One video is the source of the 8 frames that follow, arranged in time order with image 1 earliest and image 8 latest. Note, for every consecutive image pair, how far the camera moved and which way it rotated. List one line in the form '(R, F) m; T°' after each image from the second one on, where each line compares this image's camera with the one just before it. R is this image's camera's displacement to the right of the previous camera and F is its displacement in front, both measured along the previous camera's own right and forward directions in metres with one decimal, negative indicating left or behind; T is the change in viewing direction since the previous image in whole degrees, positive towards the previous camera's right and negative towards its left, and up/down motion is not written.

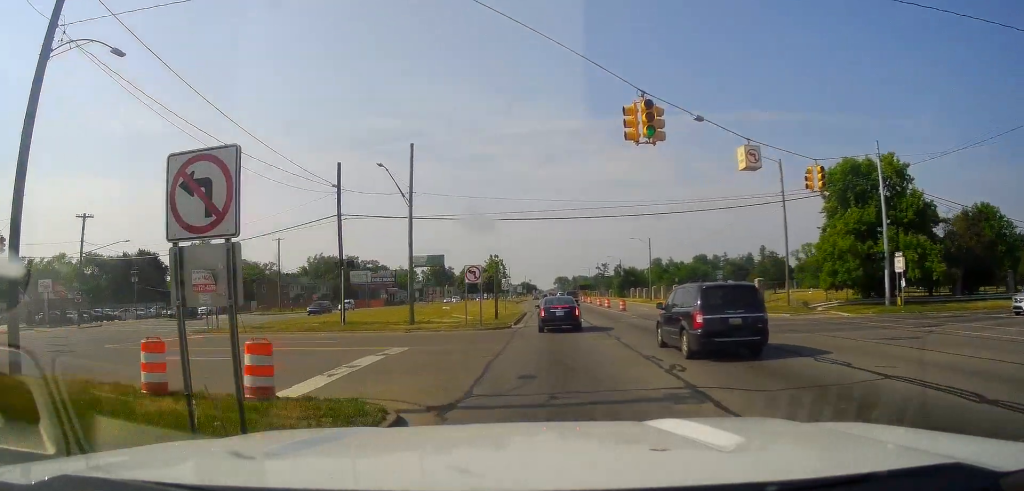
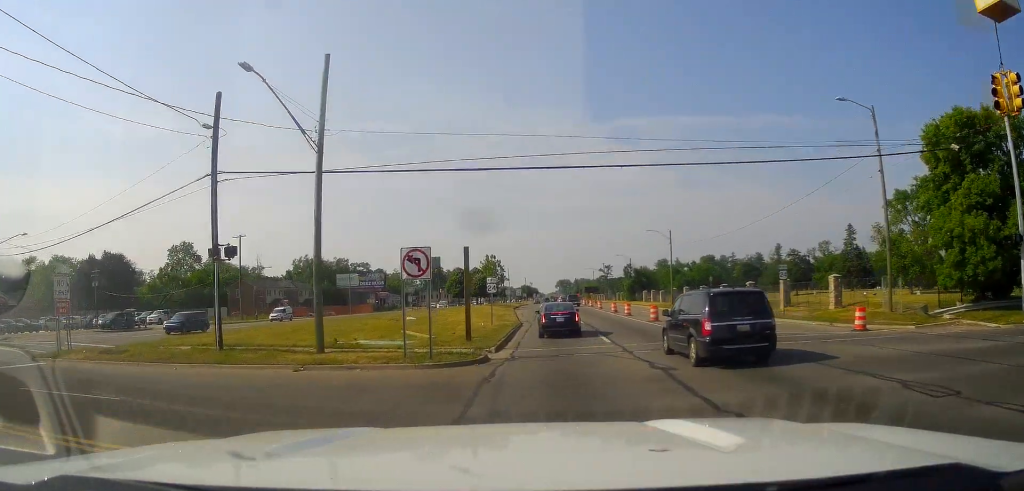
(+0.3, +13.8) m; -1°
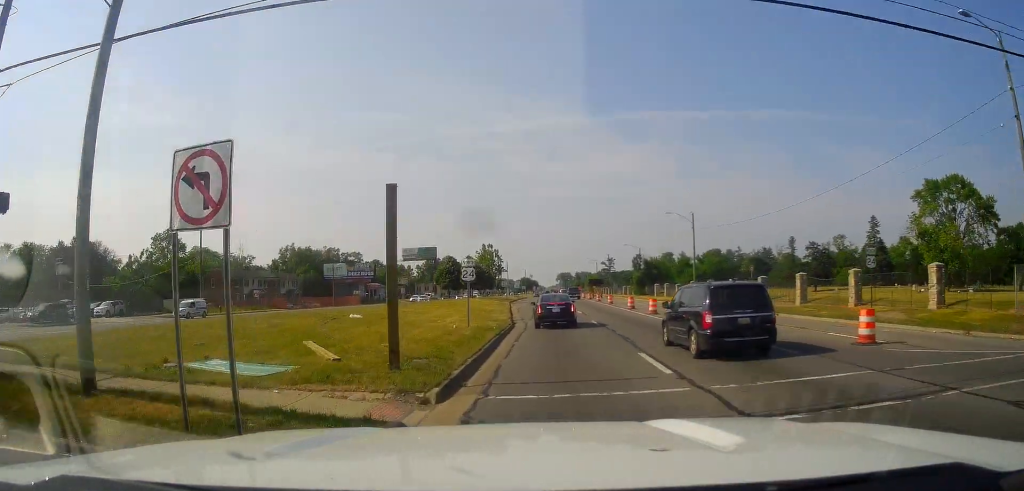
(-0.3, +10.9) m; 0°
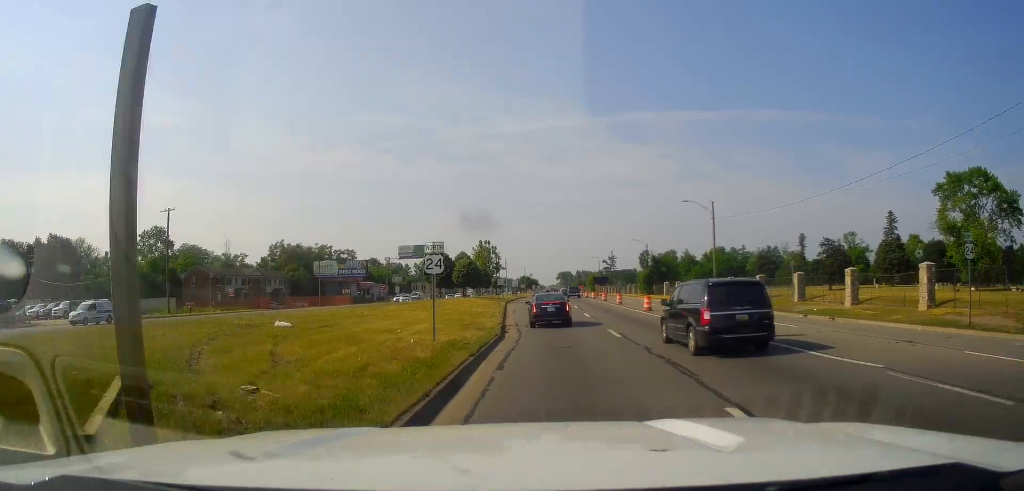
(-0.4, +7.4) m; 0°
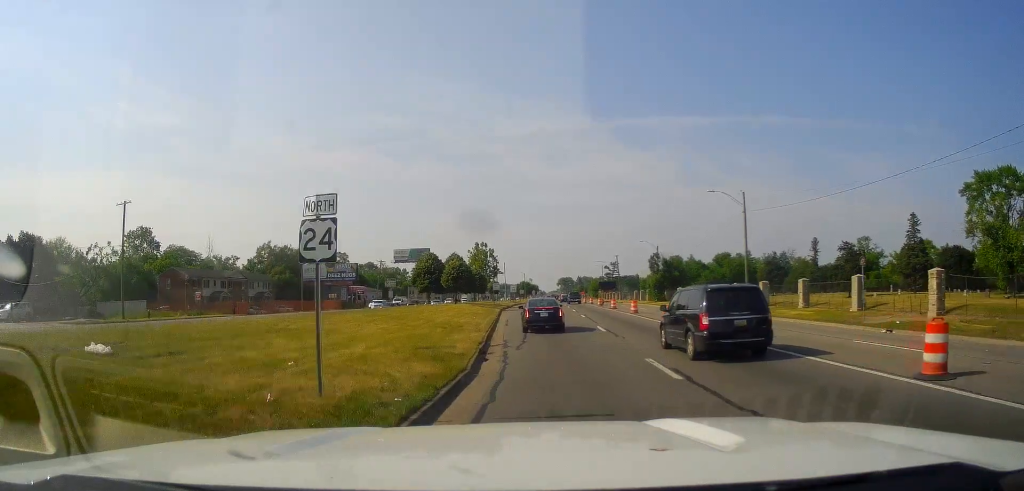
(+0.3, +8.7) m; 0°
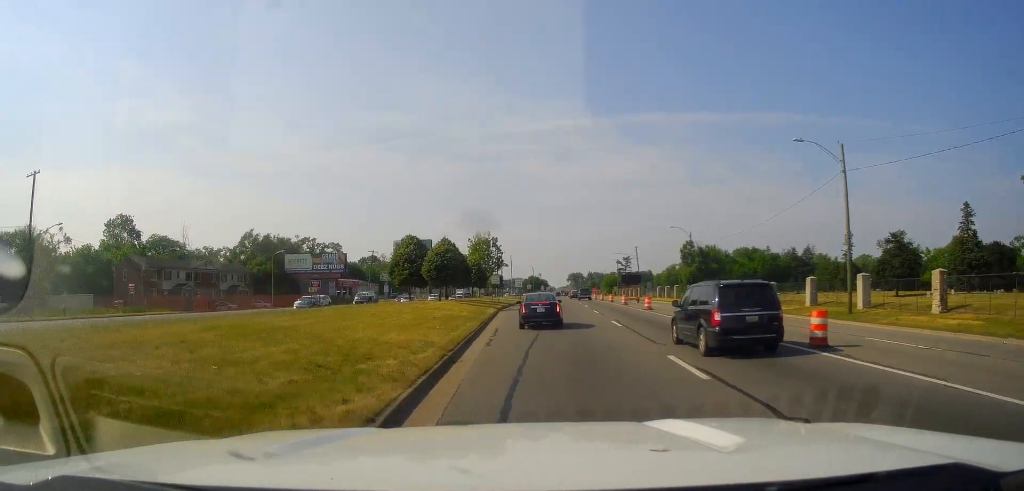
(+0.3, +15.1) m; 0°
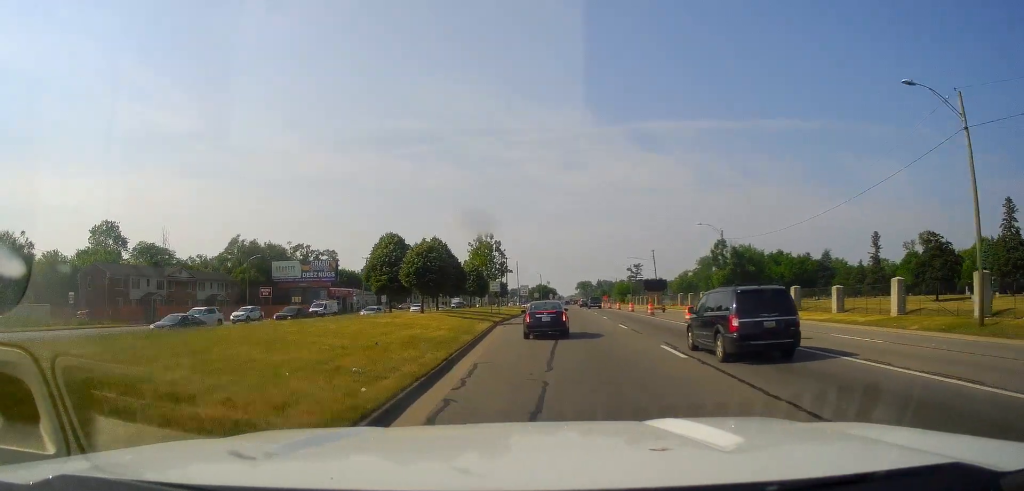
(-0.4, +10.6) m; -1°
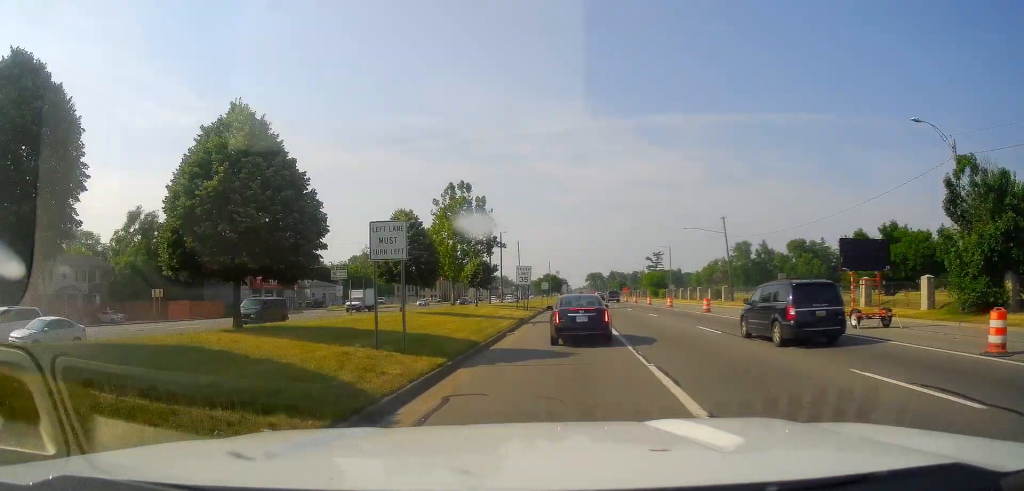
(-0.4, +40.1) m; -1°
